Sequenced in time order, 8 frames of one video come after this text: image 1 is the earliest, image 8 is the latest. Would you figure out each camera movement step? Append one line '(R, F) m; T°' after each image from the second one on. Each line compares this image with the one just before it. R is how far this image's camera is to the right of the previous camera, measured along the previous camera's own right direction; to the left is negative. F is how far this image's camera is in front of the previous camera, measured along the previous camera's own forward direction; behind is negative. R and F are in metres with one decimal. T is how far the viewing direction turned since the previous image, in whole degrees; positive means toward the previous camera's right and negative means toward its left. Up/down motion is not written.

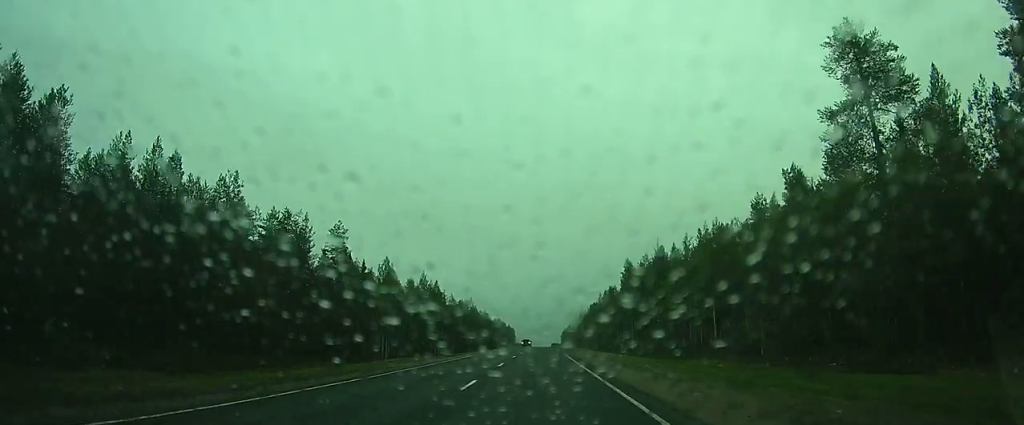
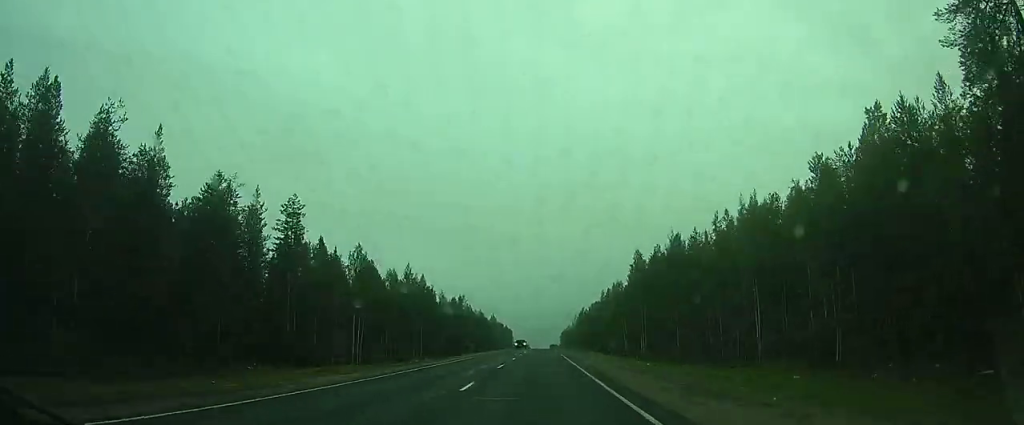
(+0.1, +11.6) m; 0°
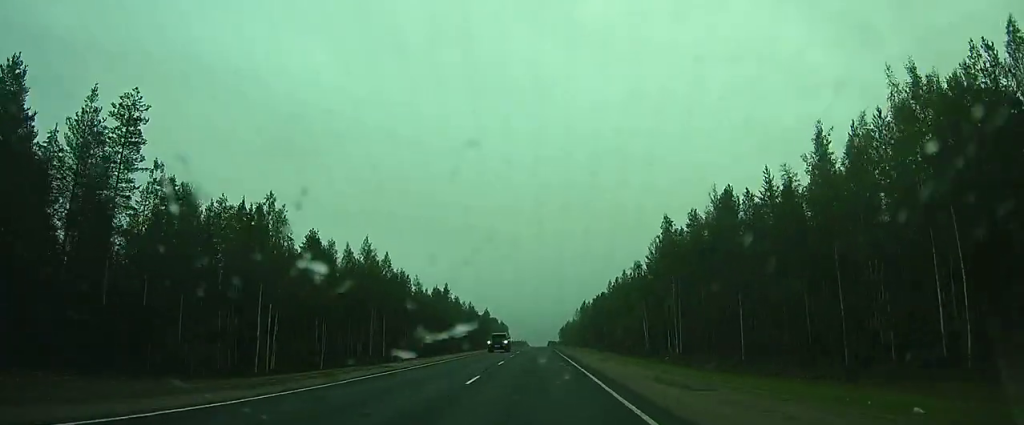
(+0.1, +22.6) m; 0°
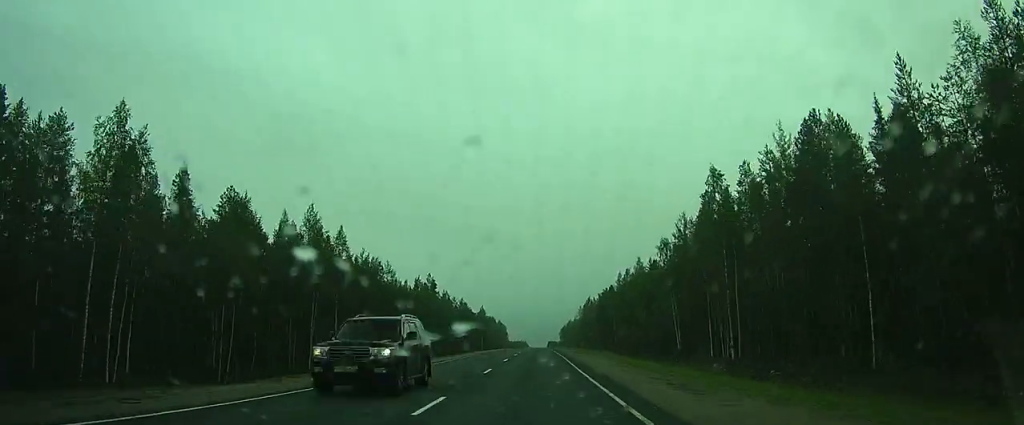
(-0.1, +18.7) m; 0°
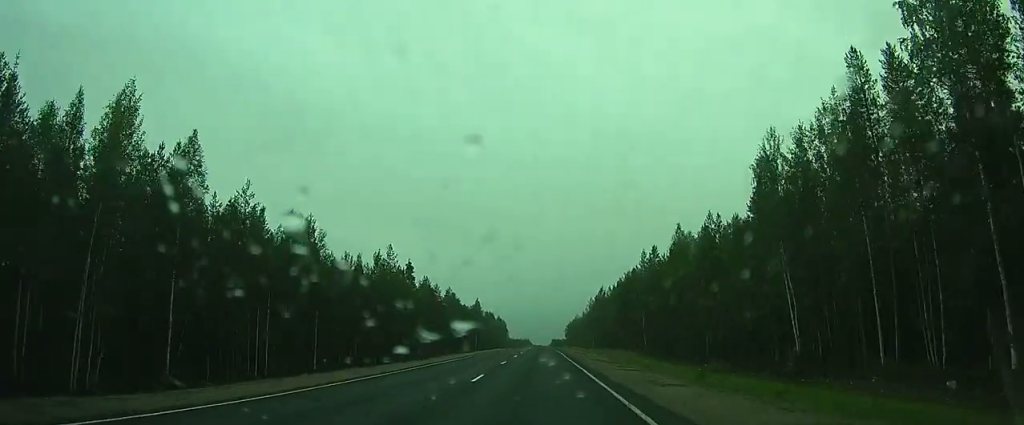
(+0.1, +28.8) m; 0°
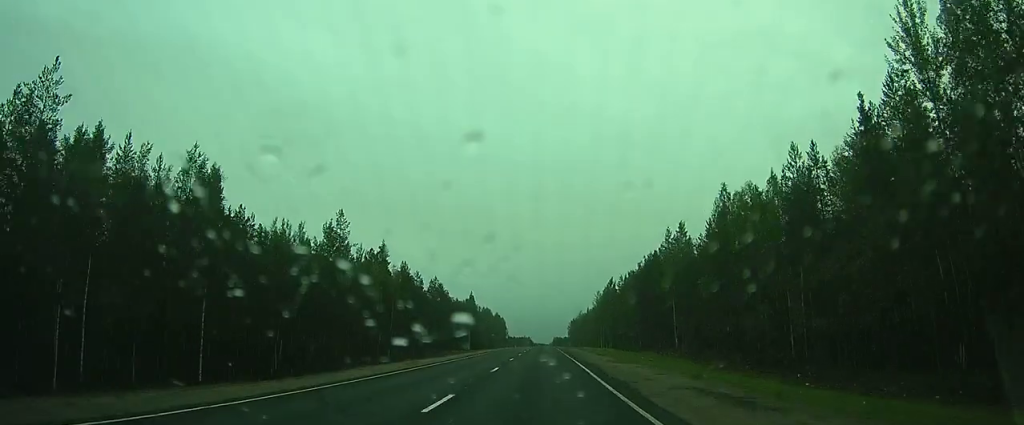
(0.0, +19.0) m; 0°
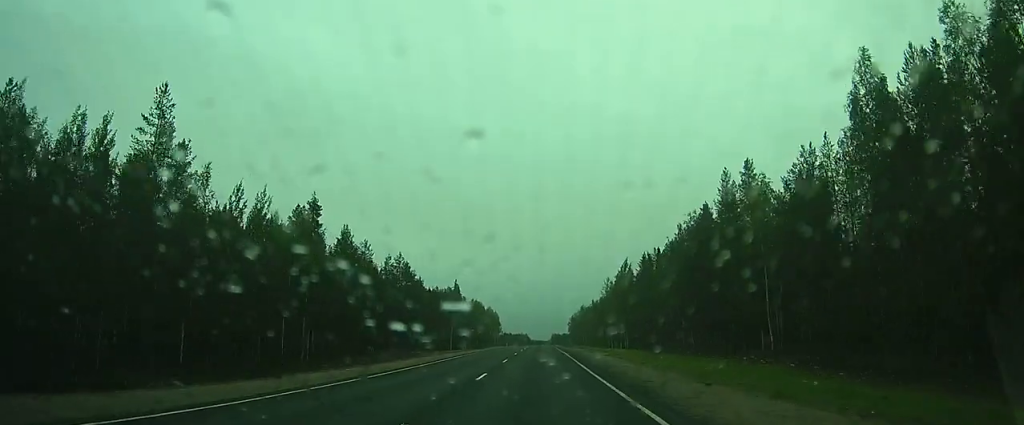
(-0.1, +27.2) m; 0°
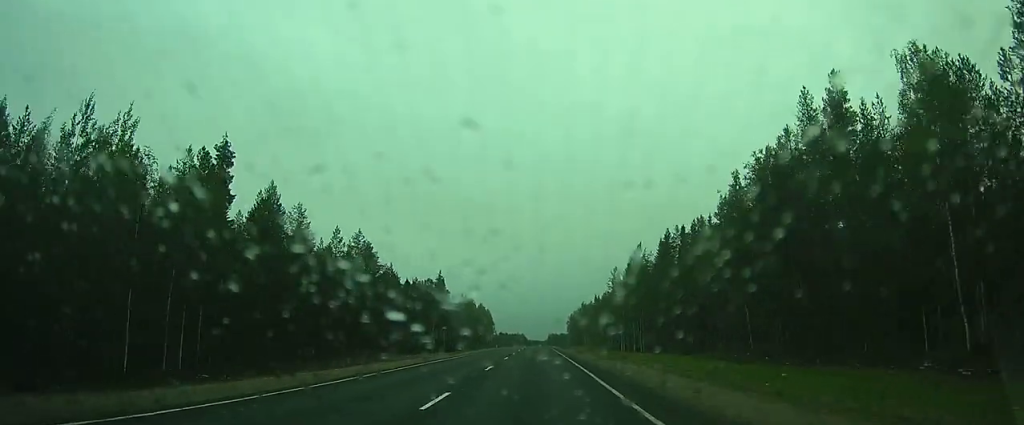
(0.0, +17.5) m; 0°
